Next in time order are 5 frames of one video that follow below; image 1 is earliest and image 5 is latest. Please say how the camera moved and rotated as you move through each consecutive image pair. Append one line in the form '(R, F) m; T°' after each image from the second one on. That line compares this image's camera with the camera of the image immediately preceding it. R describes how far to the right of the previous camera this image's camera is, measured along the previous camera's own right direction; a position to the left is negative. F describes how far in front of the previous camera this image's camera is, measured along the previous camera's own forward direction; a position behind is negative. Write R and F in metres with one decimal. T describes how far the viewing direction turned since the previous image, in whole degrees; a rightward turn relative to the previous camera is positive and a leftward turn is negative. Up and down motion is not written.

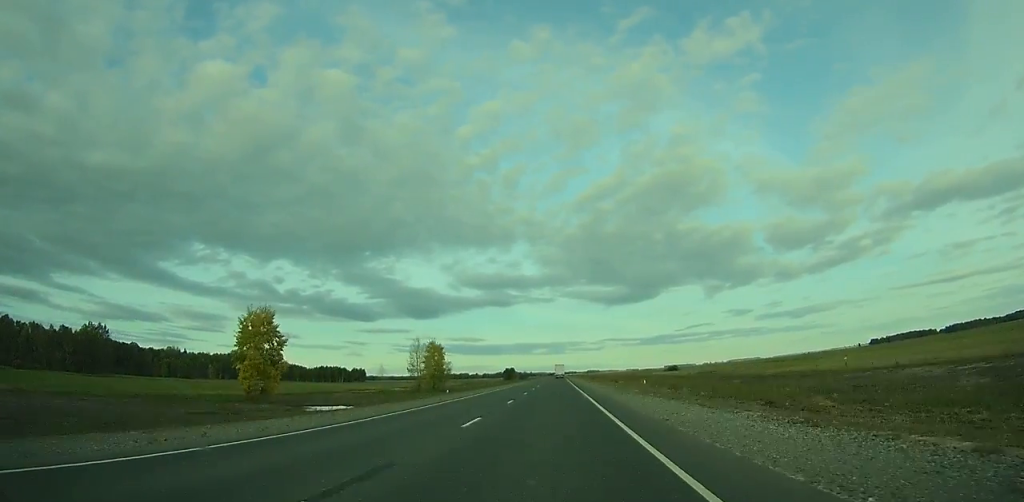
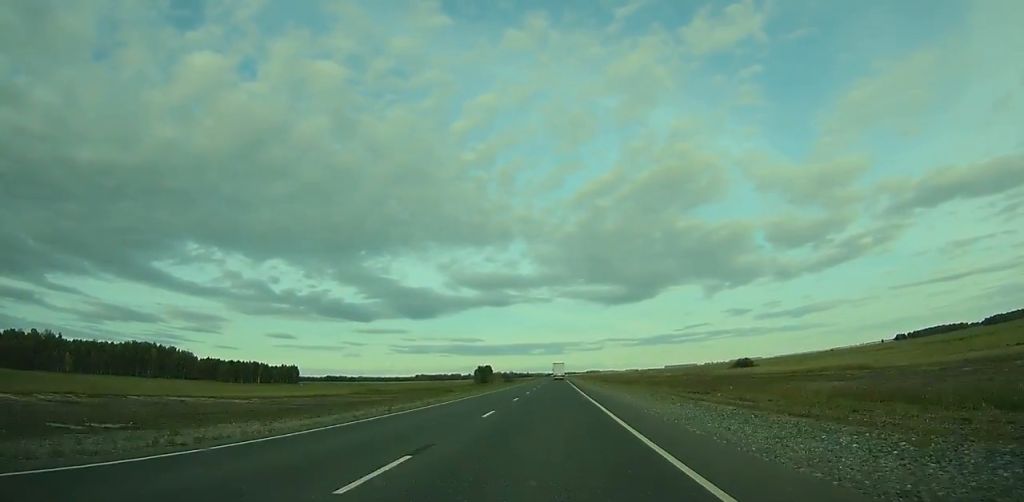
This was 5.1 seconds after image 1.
(-0.1, +141.1) m; 0°
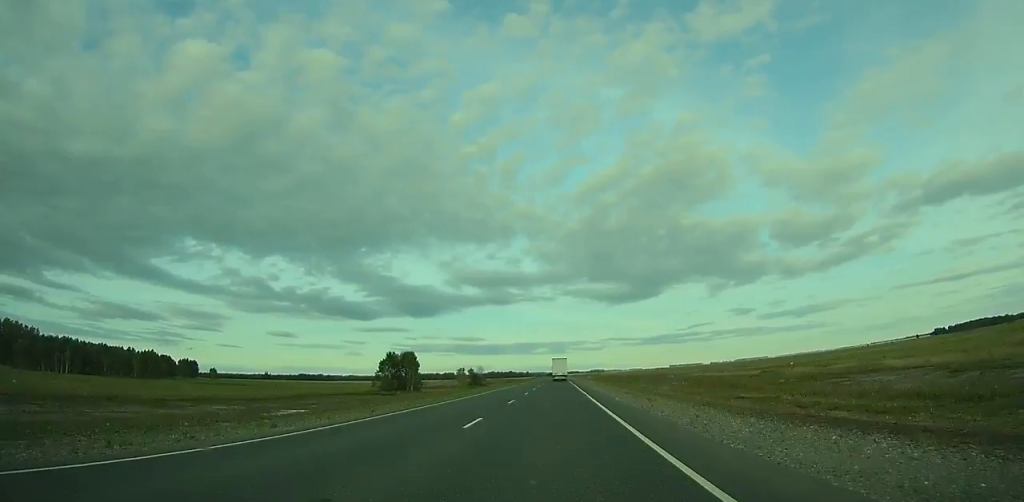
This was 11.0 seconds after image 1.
(-0.1, +160.8) m; 0°
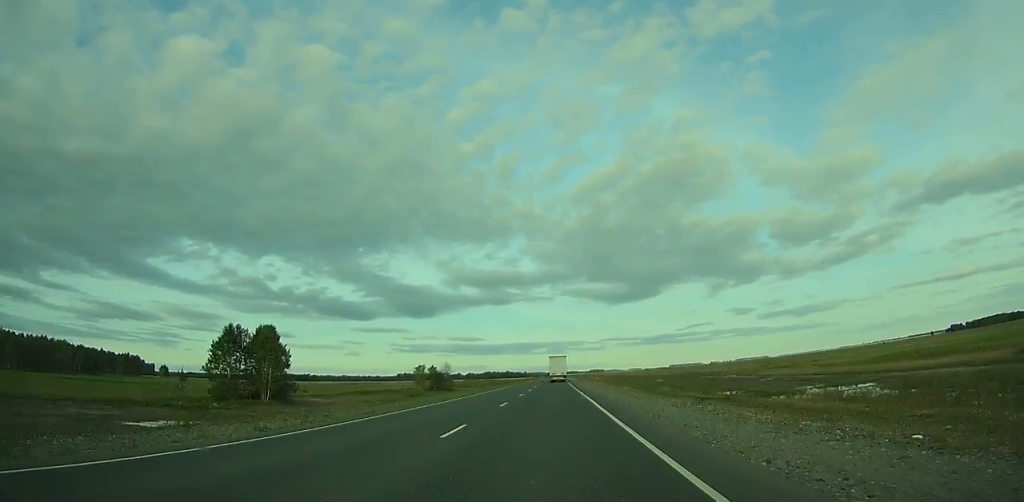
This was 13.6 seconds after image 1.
(-0.1, +73.1) m; 0°
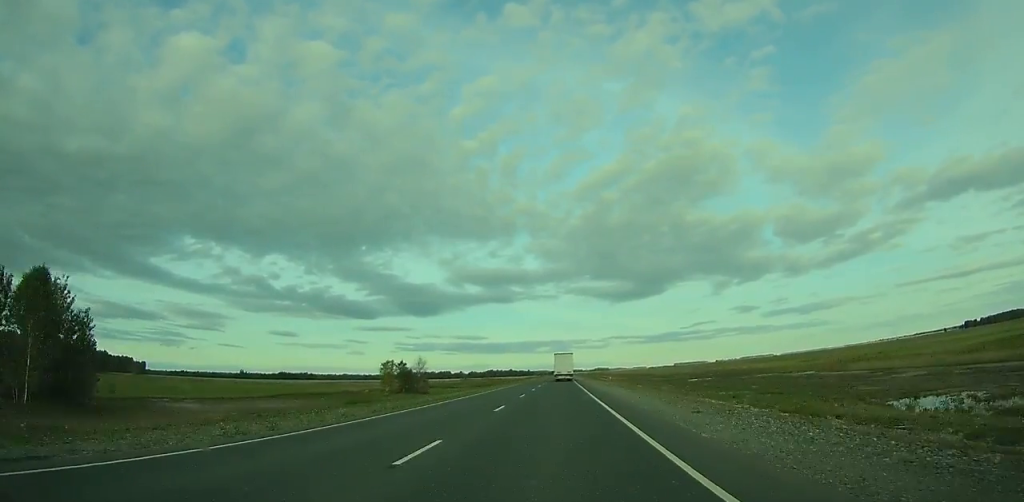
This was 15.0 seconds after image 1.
(0.0, +39.6) m; 0°
